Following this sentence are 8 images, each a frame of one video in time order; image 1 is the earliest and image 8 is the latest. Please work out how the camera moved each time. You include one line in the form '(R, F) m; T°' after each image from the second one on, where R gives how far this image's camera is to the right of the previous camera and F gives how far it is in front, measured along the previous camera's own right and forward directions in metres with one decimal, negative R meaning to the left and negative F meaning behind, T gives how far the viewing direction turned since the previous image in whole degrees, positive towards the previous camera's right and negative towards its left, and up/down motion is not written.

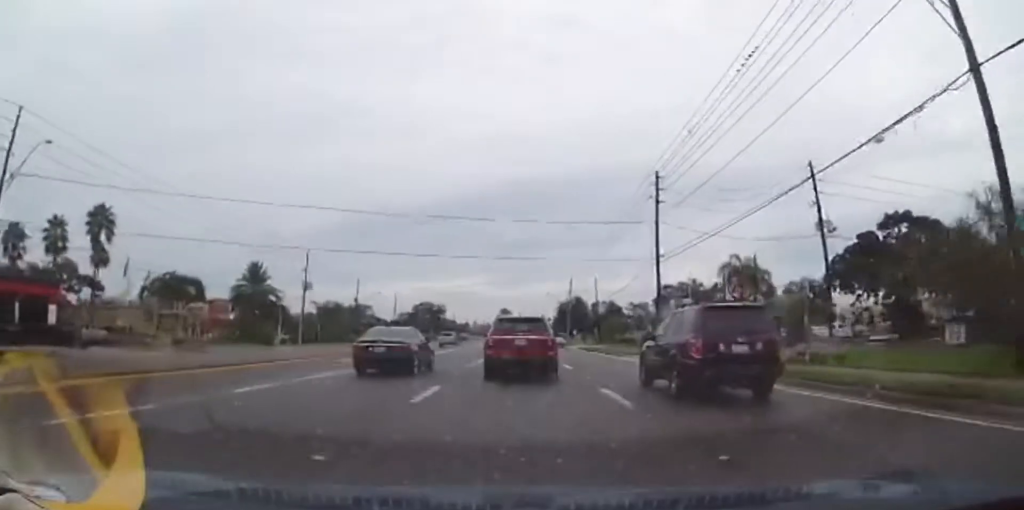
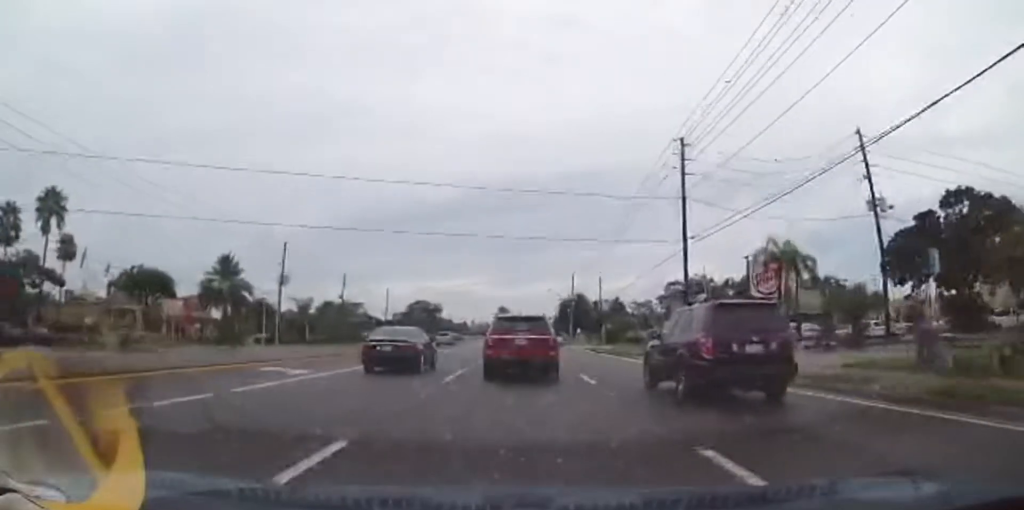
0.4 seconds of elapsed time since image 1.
(-0.1, +7.2) m; -1°
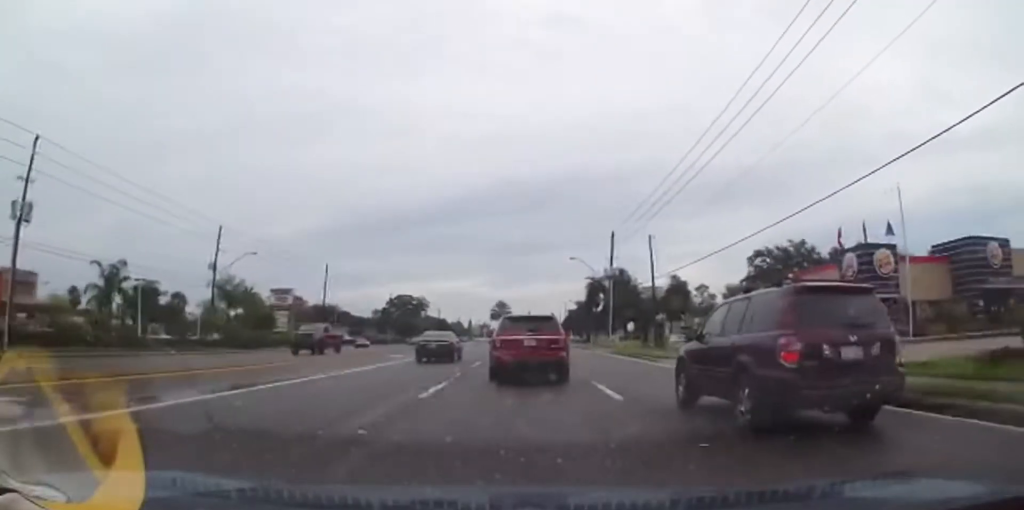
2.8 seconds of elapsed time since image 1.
(-0.2, +40.8) m; 0°
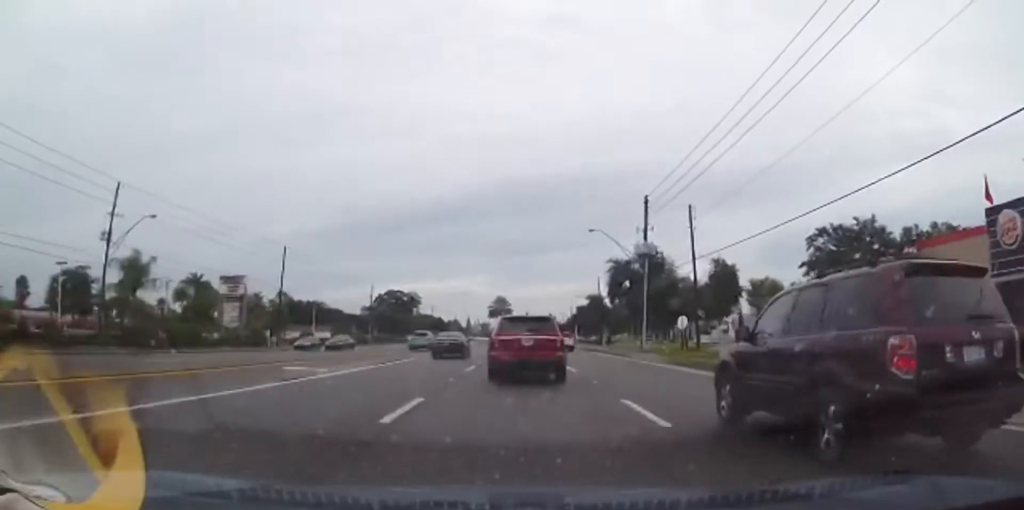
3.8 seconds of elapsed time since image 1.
(0.0, +15.6) m; 0°
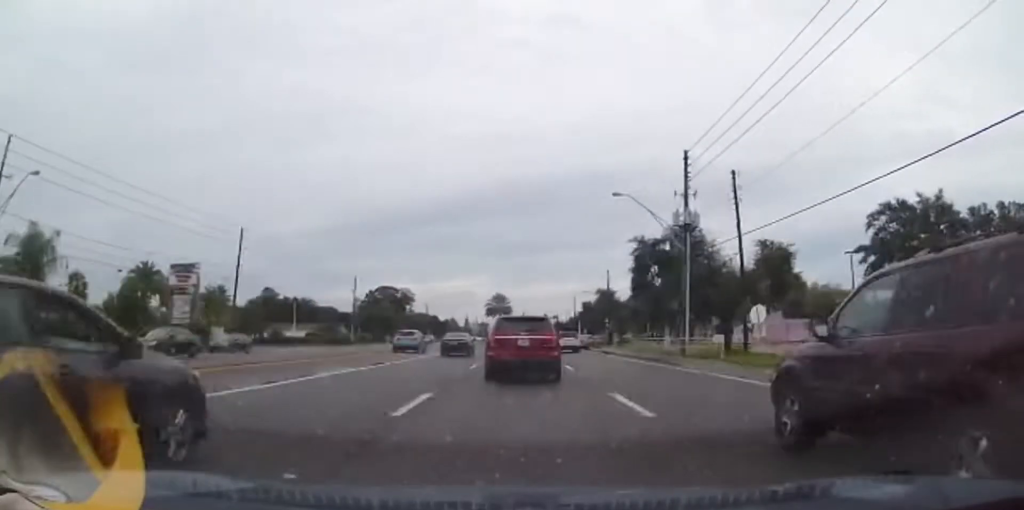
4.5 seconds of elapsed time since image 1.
(0.0, +11.3) m; 0°
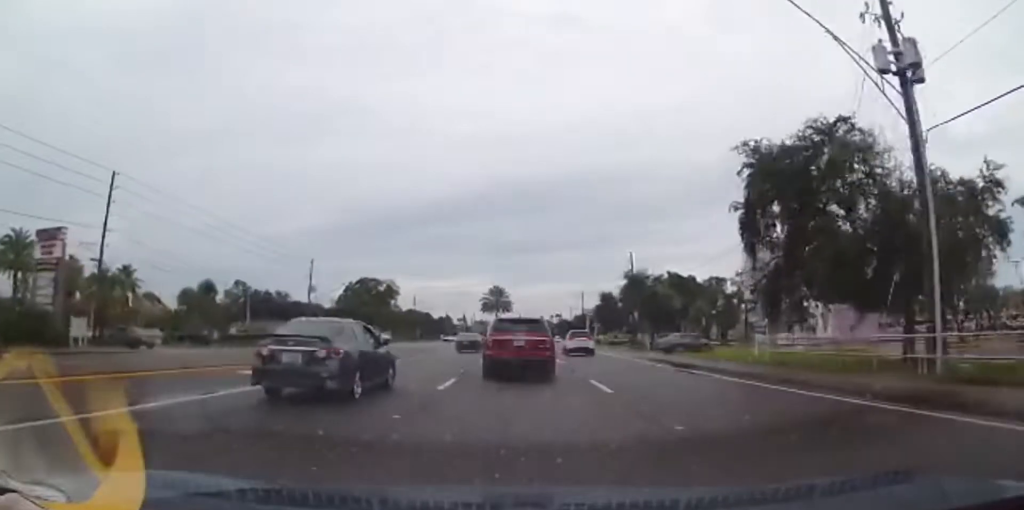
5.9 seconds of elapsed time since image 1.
(0.0, +21.0) m; 0°
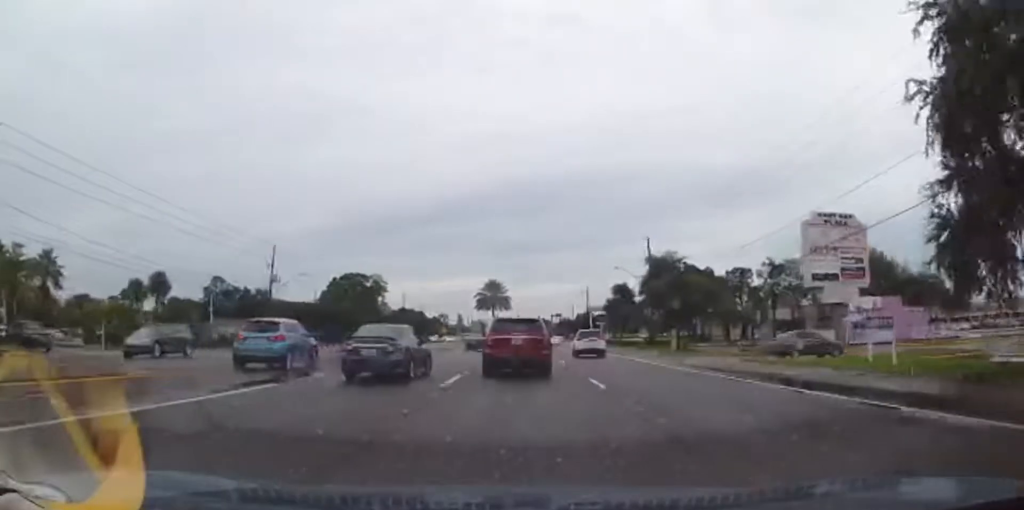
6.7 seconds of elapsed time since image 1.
(0.0, +11.8) m; 0°
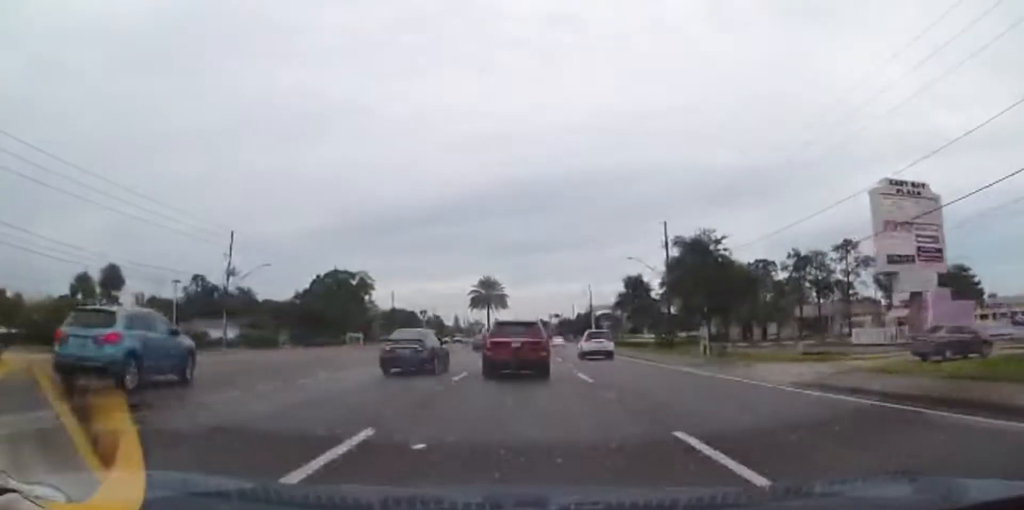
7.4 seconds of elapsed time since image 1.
(0.0, +9.3) m; 0°
